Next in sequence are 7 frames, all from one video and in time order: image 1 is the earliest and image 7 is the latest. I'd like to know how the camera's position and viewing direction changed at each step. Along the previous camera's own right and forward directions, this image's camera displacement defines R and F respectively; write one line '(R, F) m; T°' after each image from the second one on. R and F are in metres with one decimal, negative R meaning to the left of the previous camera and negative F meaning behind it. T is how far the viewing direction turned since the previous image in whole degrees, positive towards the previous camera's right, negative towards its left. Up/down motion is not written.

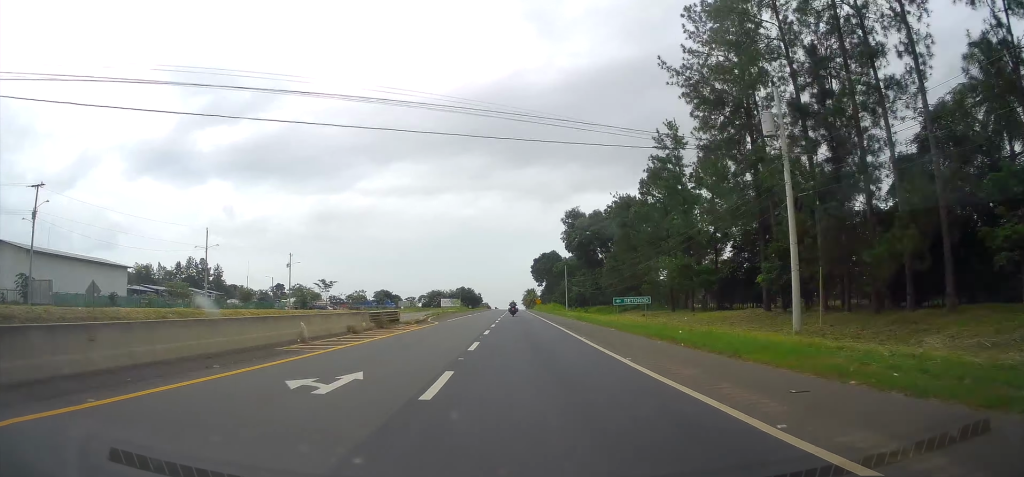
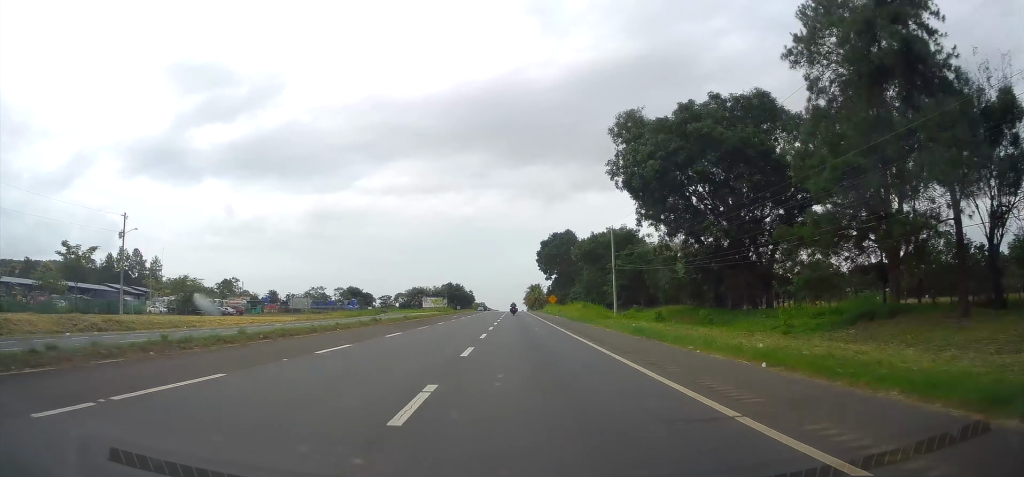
(+0.3, +58.4) m; 0°
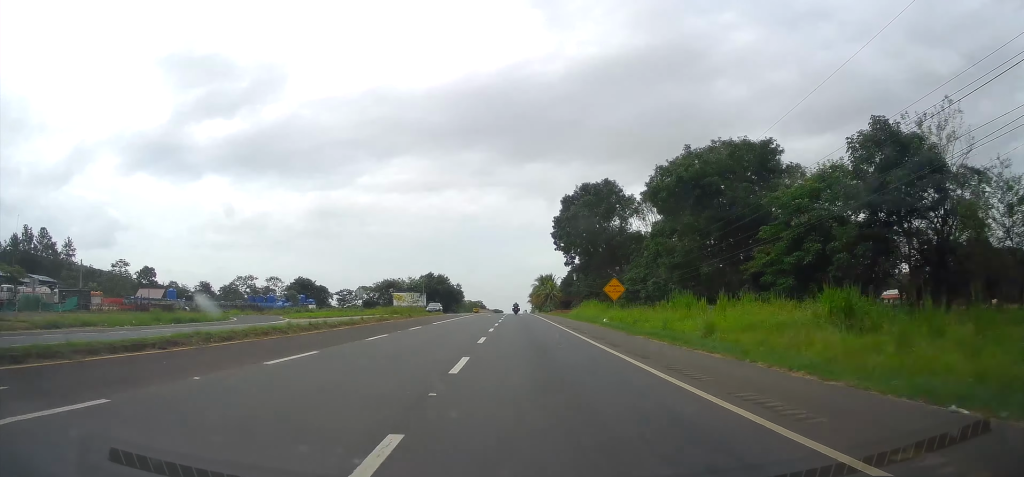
(-0.2, +60.7) m; 0°
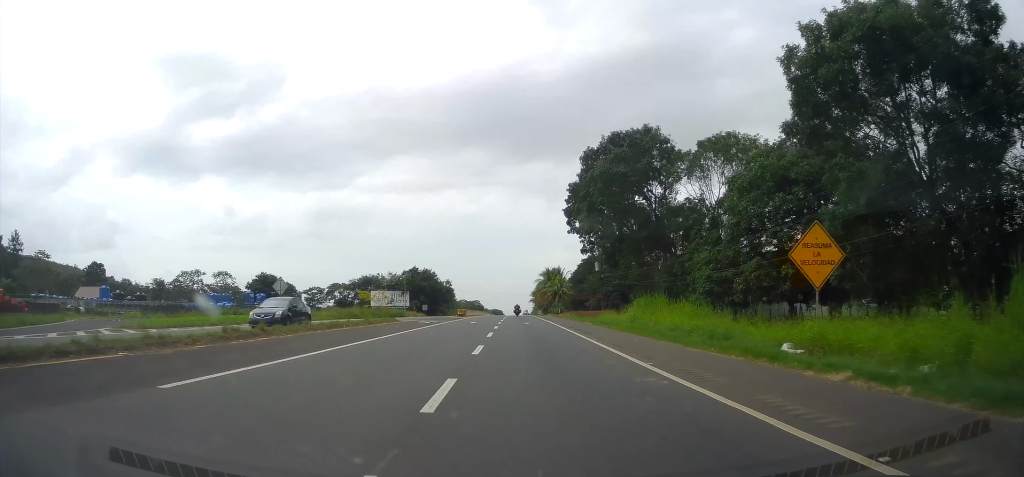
(-0.1, +28.1) m; 0°
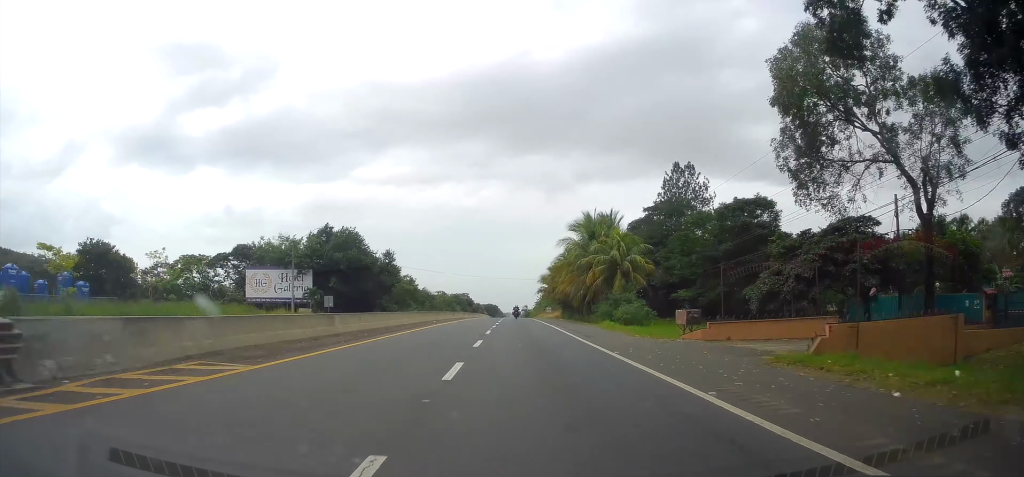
(-0.2, +70.5) m; 0°
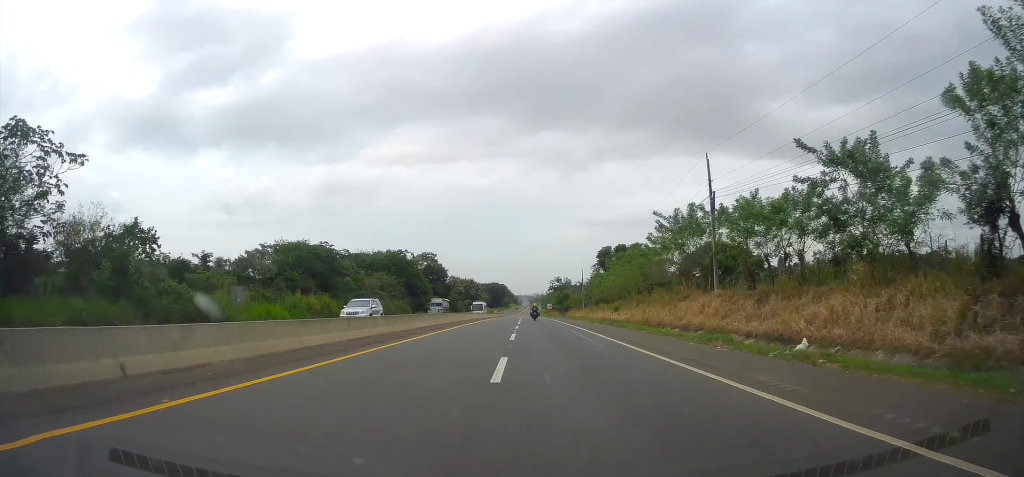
(-0.2, +165.6) m; -1°
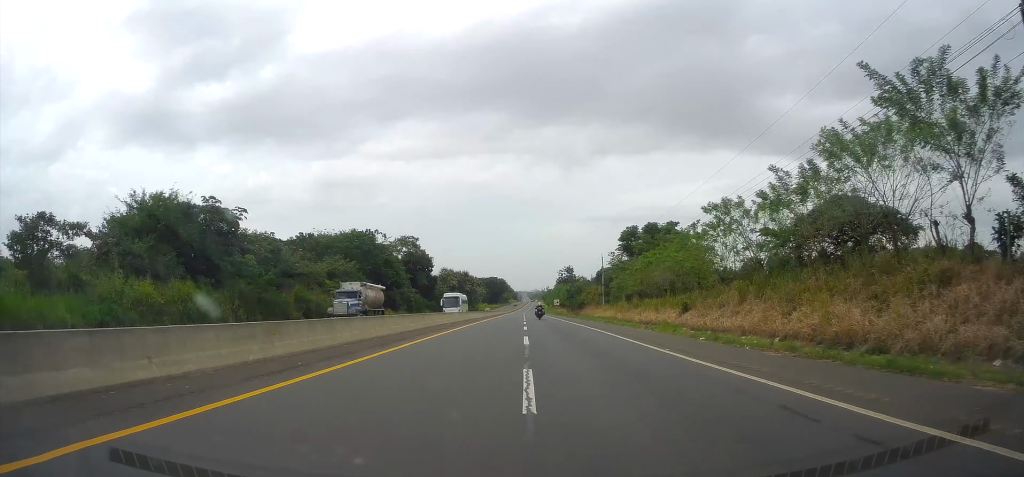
(+0.3, +27.0) m; 0°
